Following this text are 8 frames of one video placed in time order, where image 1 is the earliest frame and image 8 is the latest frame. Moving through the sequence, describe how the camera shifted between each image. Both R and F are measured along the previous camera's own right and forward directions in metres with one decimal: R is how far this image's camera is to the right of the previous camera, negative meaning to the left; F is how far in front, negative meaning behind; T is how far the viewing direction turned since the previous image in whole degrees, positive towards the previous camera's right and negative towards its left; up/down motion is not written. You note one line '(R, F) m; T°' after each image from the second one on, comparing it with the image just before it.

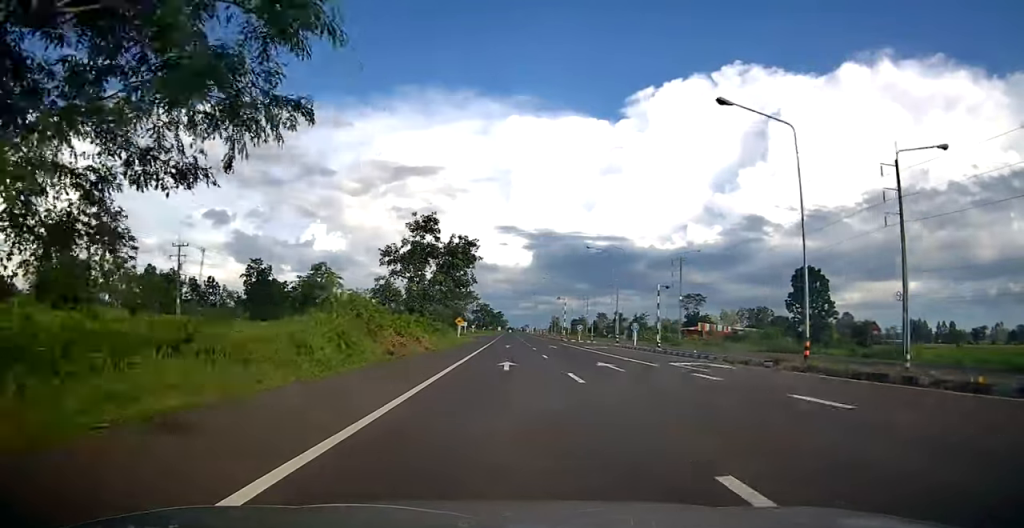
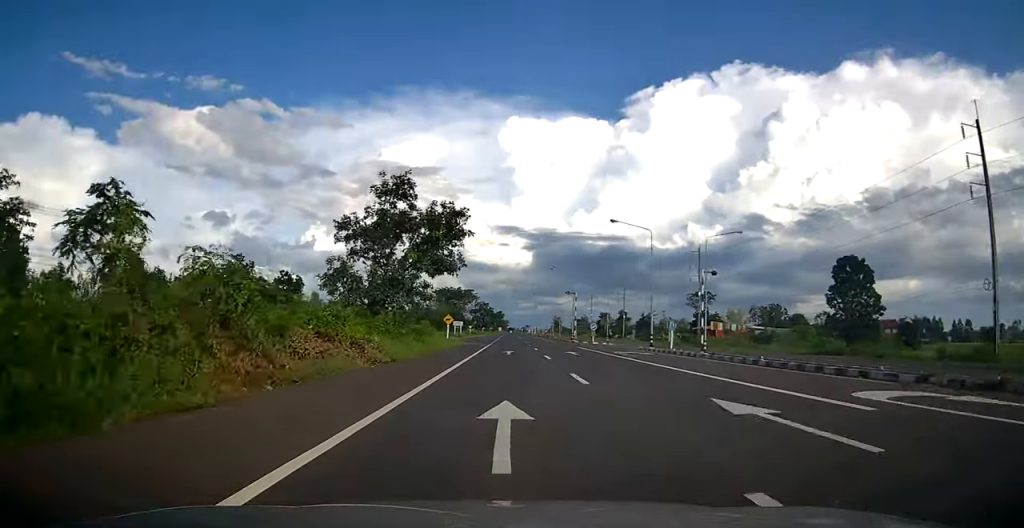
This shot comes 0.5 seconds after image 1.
(-0.1, +12.5) m; 0°
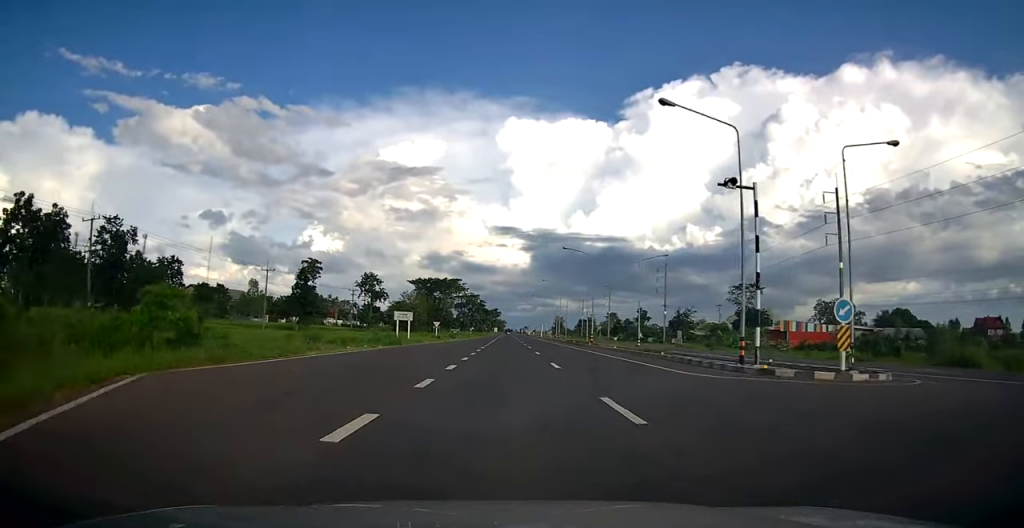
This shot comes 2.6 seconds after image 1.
(+0.3, +53.6) m; 0°
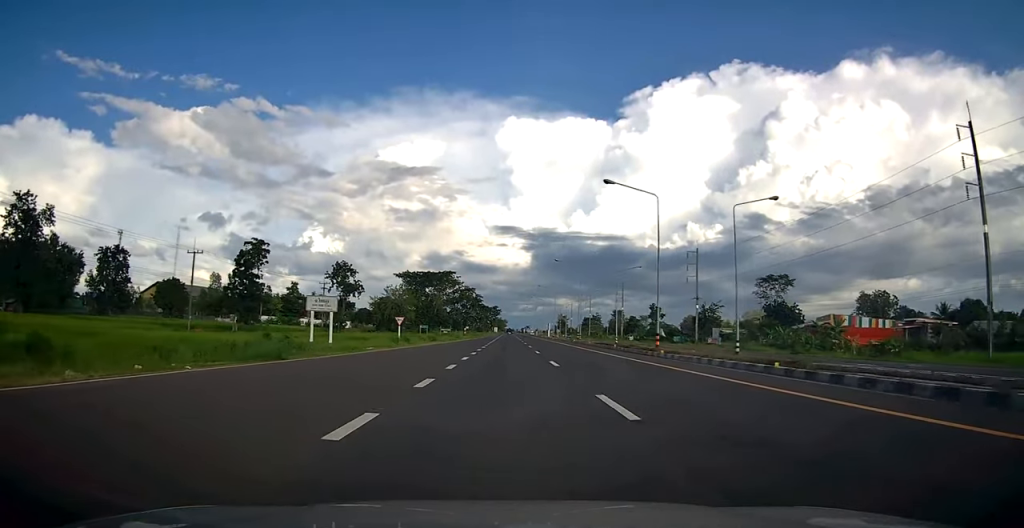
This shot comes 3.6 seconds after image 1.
(-0.1, +23.8) m; 0°
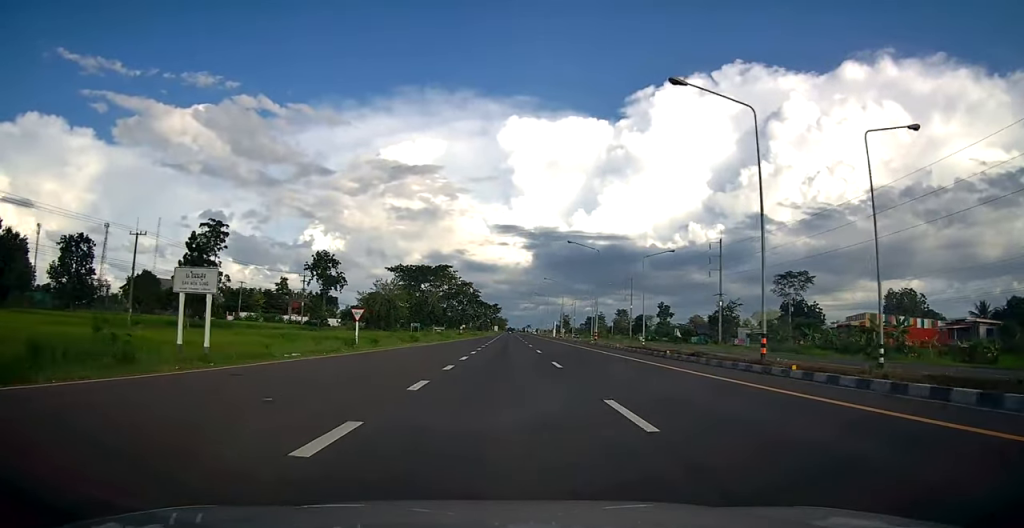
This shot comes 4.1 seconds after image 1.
(+0.1, +12.9) m; 0°
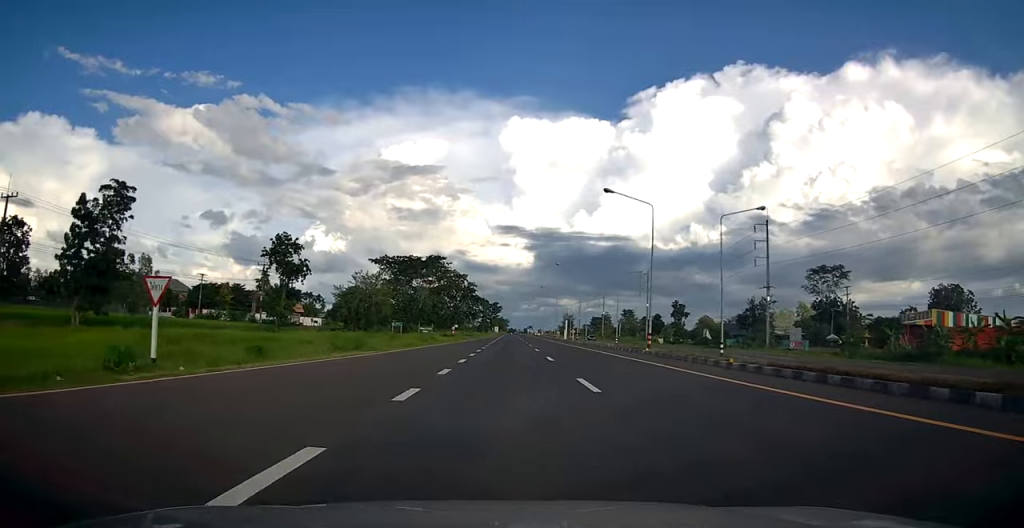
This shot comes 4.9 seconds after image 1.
(0.0, +19.6) m; 0°
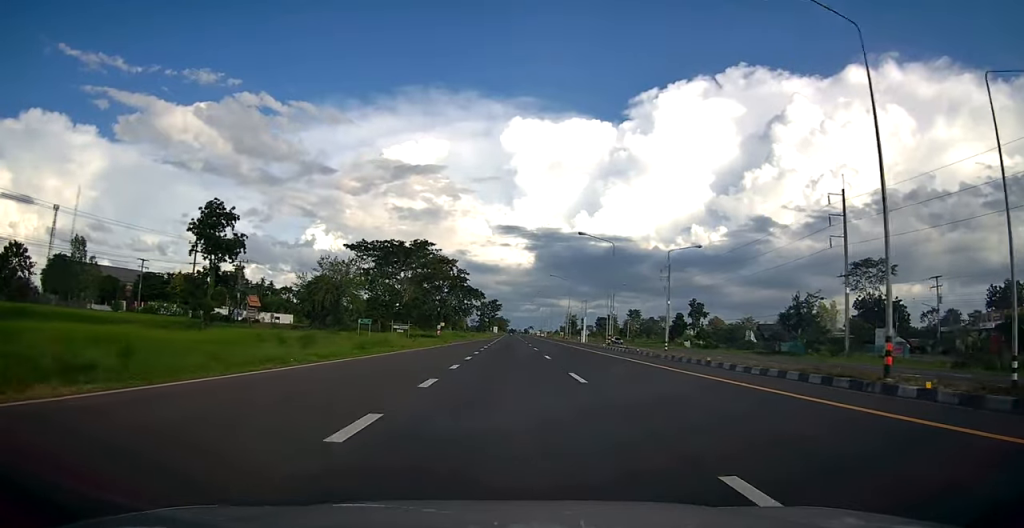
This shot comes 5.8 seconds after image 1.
(-0.1, +21.6) m; 0°
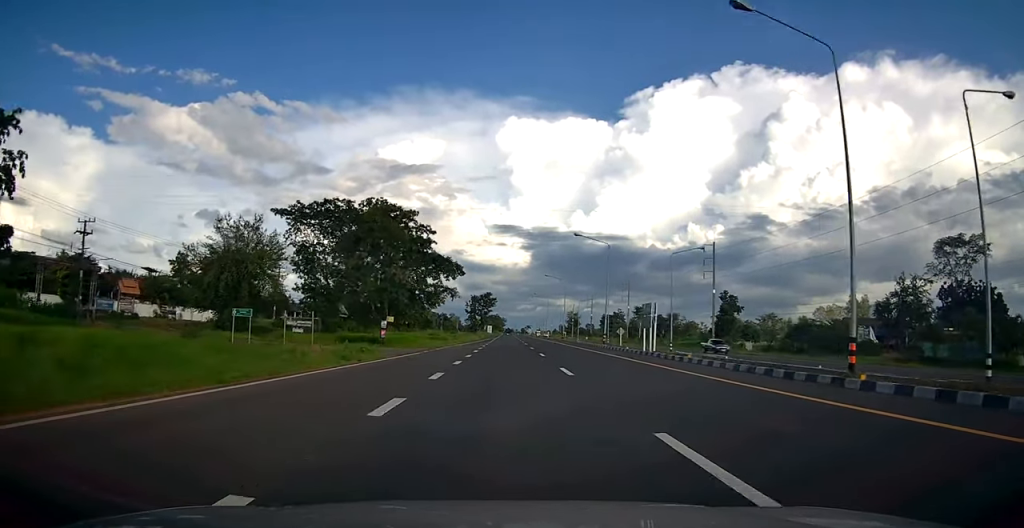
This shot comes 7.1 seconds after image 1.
(+0.2, +33.9) m; 0°
